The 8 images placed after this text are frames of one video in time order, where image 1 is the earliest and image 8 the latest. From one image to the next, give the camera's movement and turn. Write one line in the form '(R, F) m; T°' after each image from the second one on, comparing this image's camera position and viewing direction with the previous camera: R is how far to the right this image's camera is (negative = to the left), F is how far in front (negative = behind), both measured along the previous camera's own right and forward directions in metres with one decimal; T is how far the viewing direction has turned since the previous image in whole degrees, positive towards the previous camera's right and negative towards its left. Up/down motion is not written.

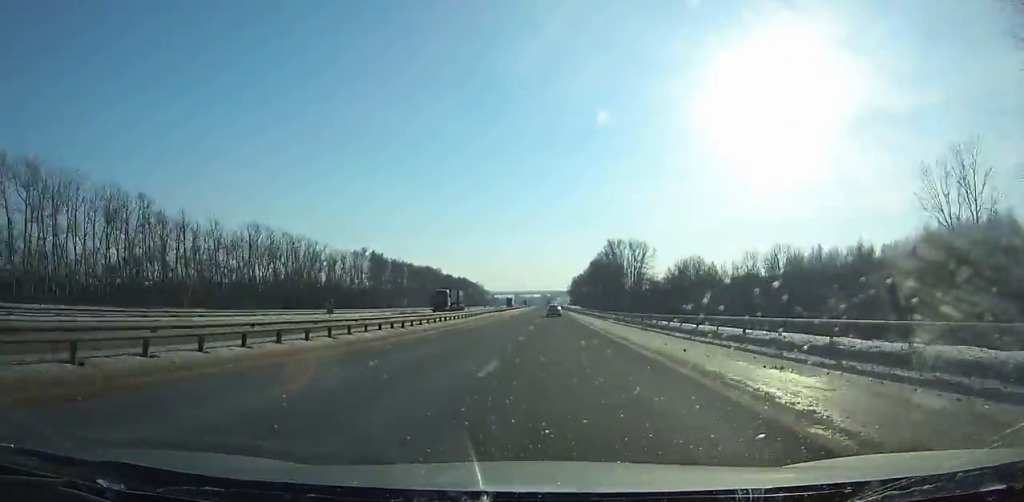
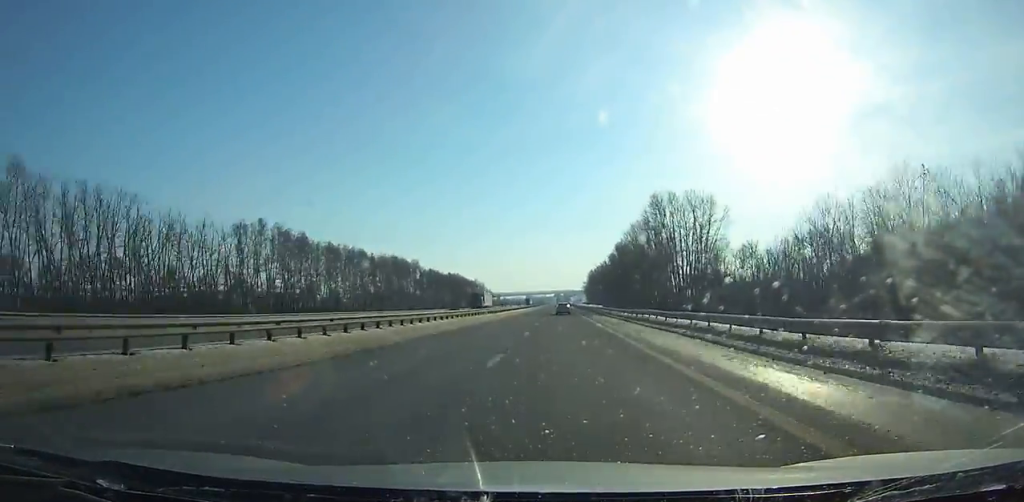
(-1.2, +82.0) m; -1°
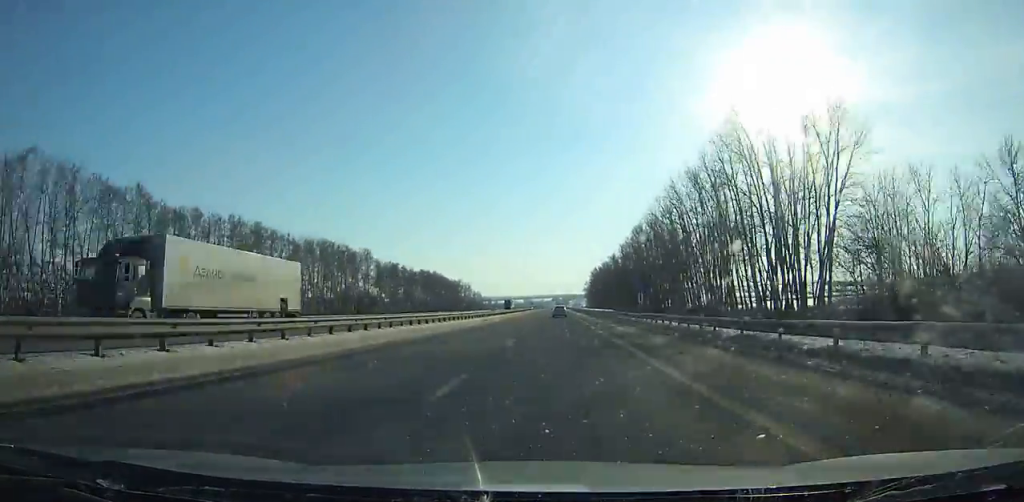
(-0.5, +65.0) m; 0°
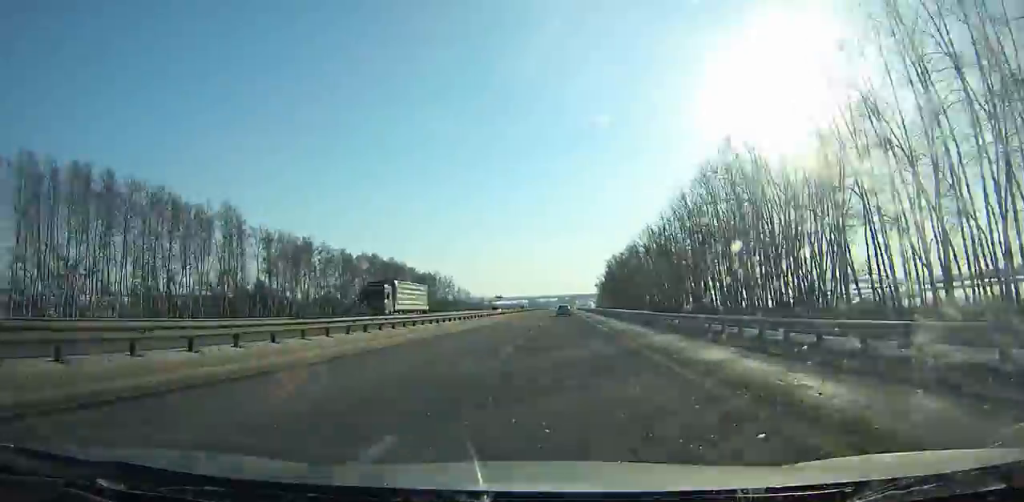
(-0.3, +91.2) m; 0°
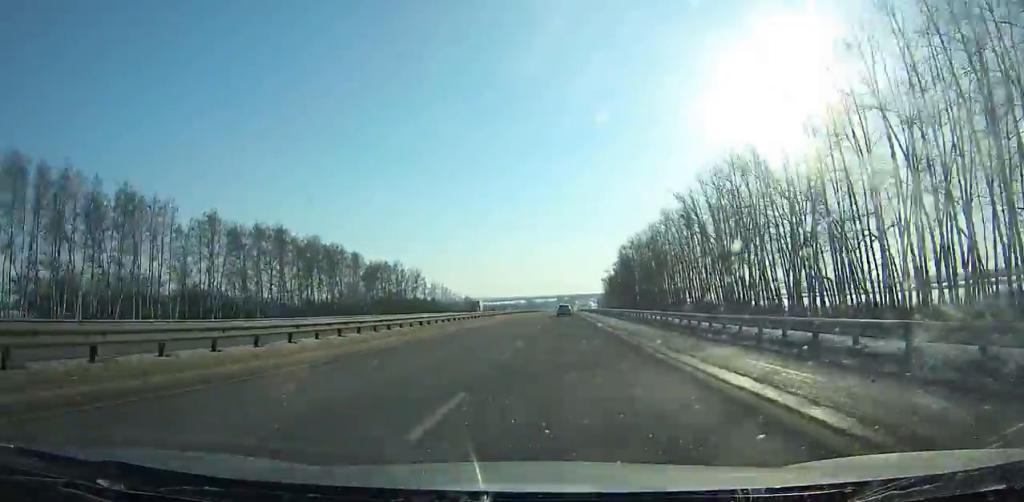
(-0.1, +69.9) m; 0°
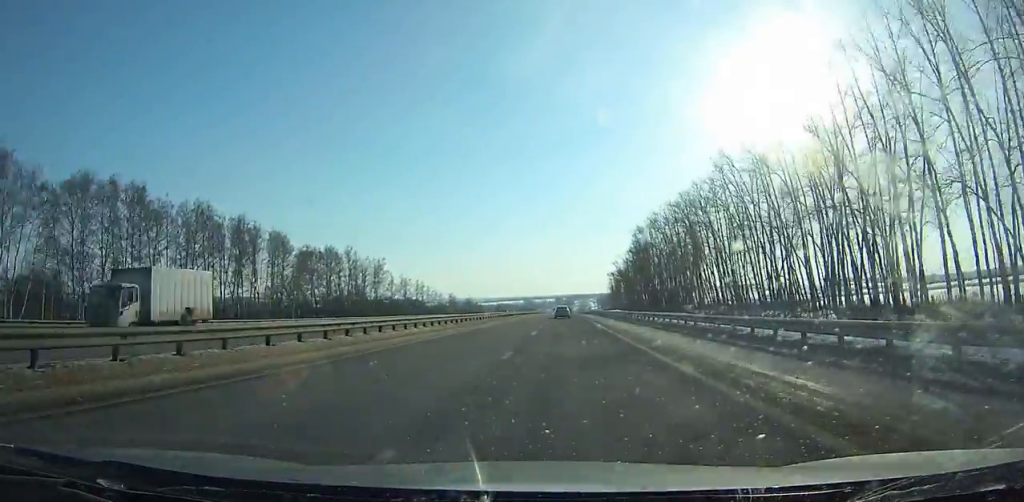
(0.0, +51.8) m; 0°
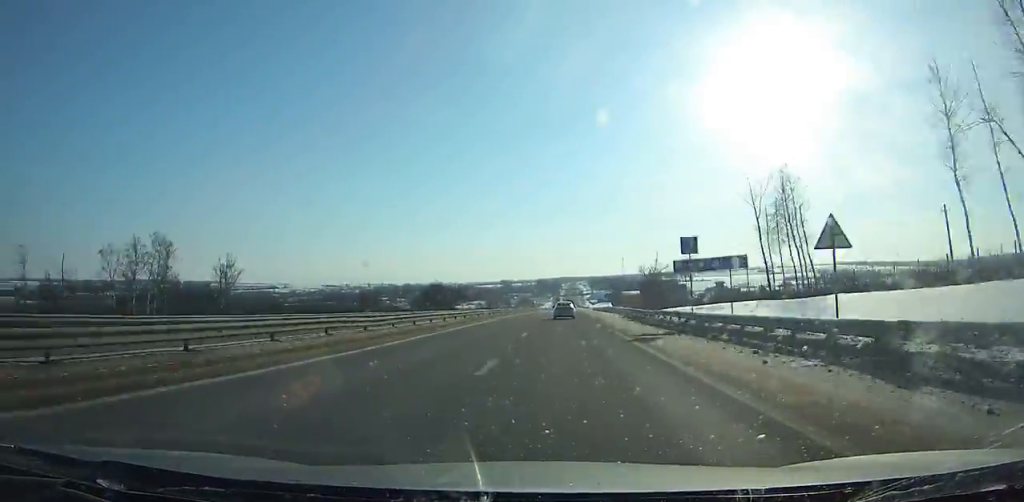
(+2.6, +300.2) m; +1°
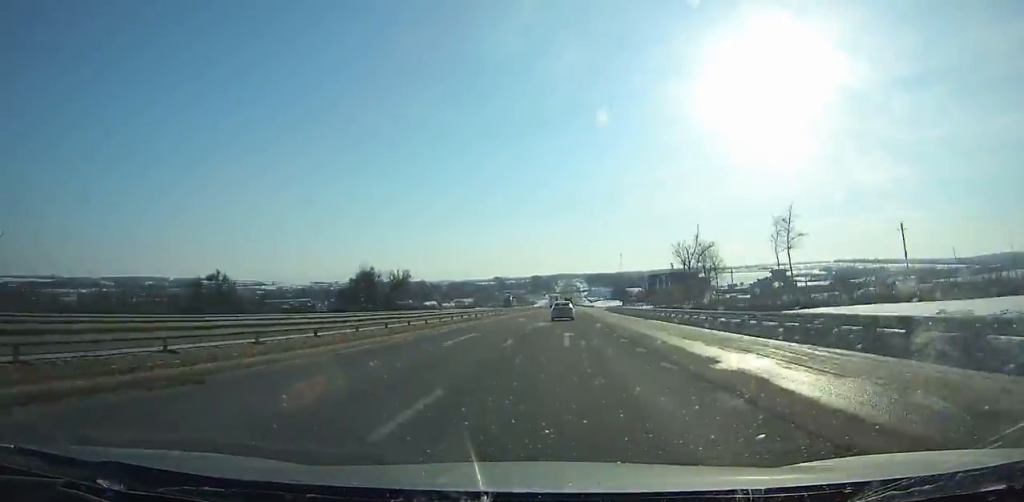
(0.0, +63.4) m; 0°
